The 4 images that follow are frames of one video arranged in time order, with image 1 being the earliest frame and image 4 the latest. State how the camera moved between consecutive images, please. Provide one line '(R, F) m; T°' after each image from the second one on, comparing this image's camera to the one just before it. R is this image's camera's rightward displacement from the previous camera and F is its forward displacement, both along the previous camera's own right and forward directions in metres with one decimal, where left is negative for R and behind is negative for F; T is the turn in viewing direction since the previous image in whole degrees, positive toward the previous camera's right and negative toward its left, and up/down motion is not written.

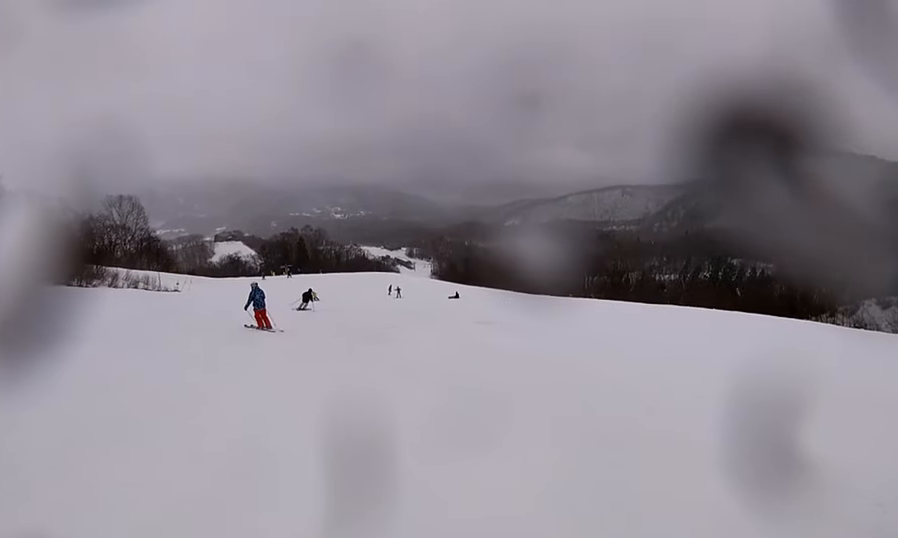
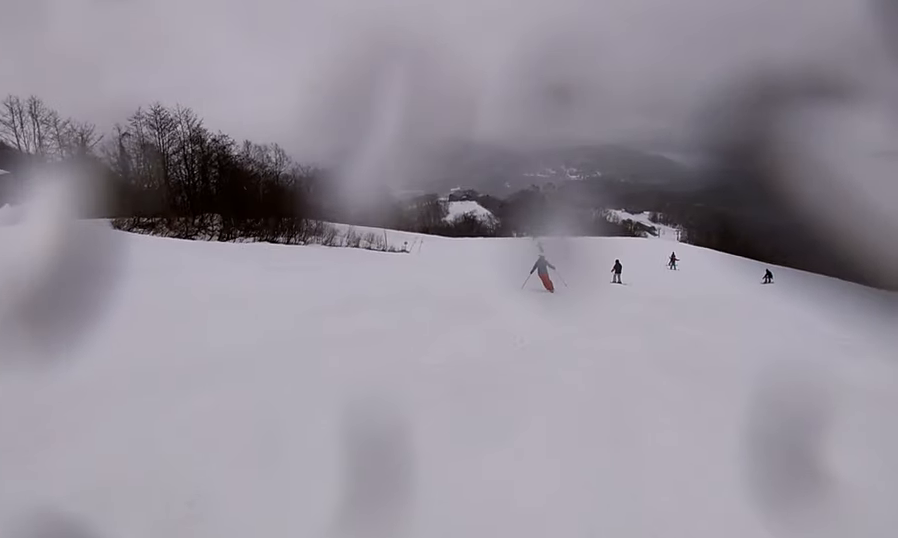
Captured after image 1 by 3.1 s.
(-3.3, +14.3) m; +9°
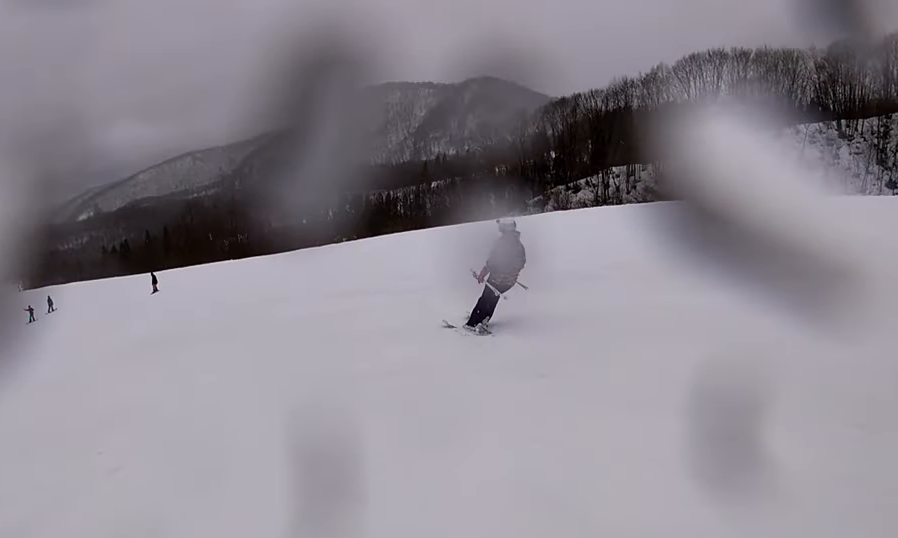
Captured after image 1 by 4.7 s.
(+2.3, +8.5) m; +39°
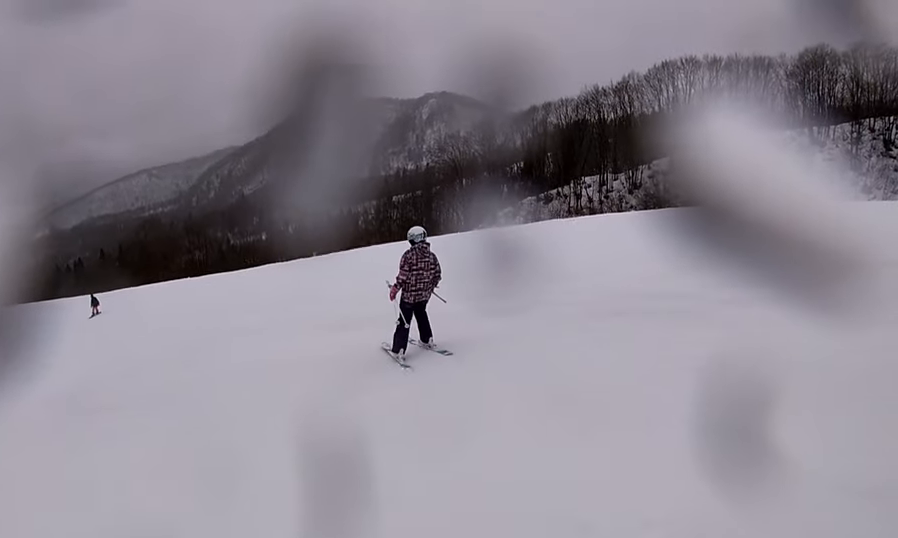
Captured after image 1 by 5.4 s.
(+1.0, +3.5) m; +6°
